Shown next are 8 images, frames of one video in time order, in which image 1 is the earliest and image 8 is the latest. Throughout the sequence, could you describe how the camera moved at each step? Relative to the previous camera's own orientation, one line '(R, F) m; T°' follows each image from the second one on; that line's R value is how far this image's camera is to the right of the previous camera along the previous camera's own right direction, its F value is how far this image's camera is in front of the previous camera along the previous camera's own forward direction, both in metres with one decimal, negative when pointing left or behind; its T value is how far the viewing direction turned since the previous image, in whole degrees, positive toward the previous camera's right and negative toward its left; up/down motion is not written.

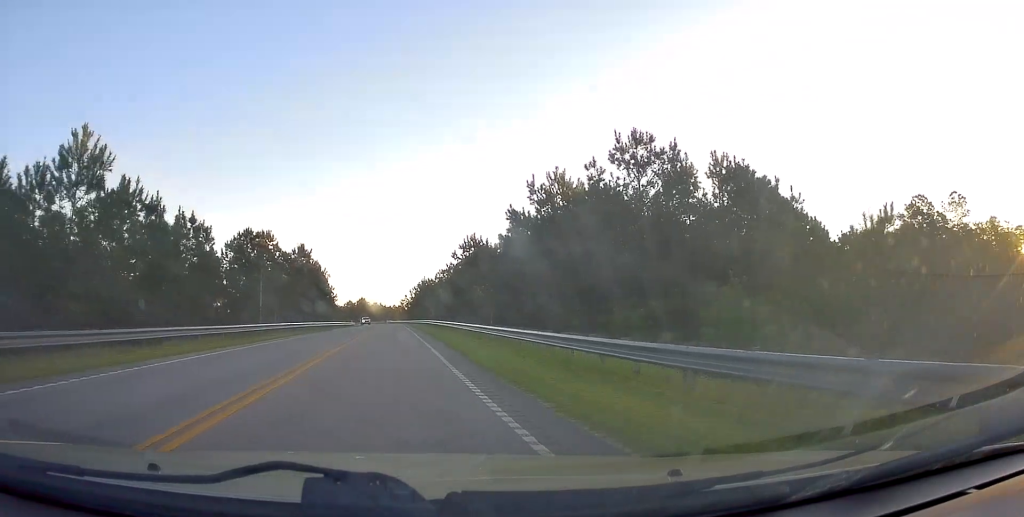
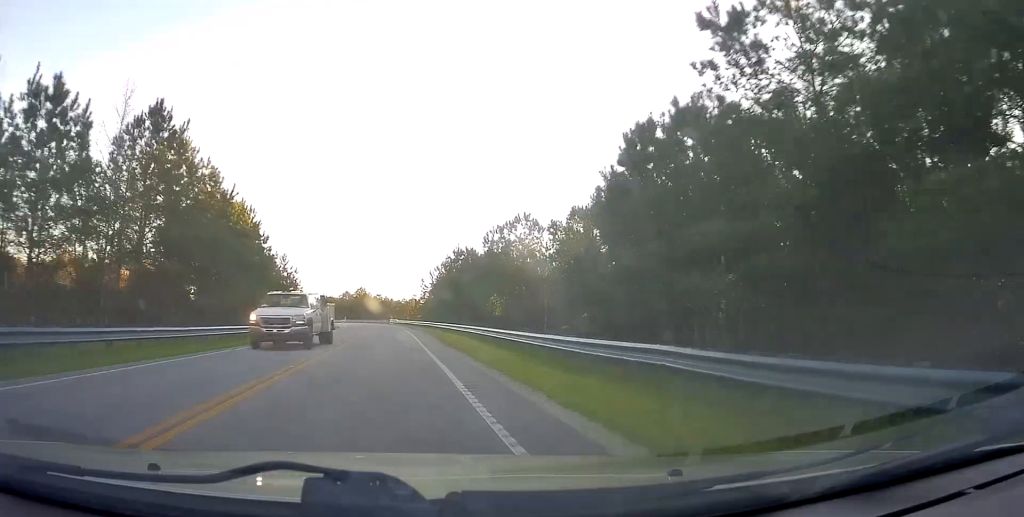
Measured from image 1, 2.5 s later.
(-0.3, +61.5) m; 0°
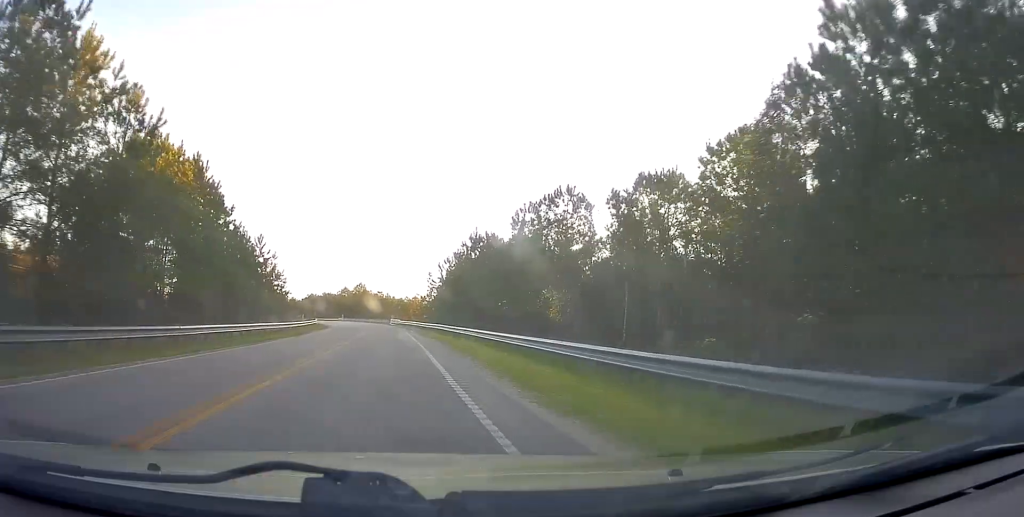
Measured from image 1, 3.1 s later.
(+0.3, +14.5) m; -1°
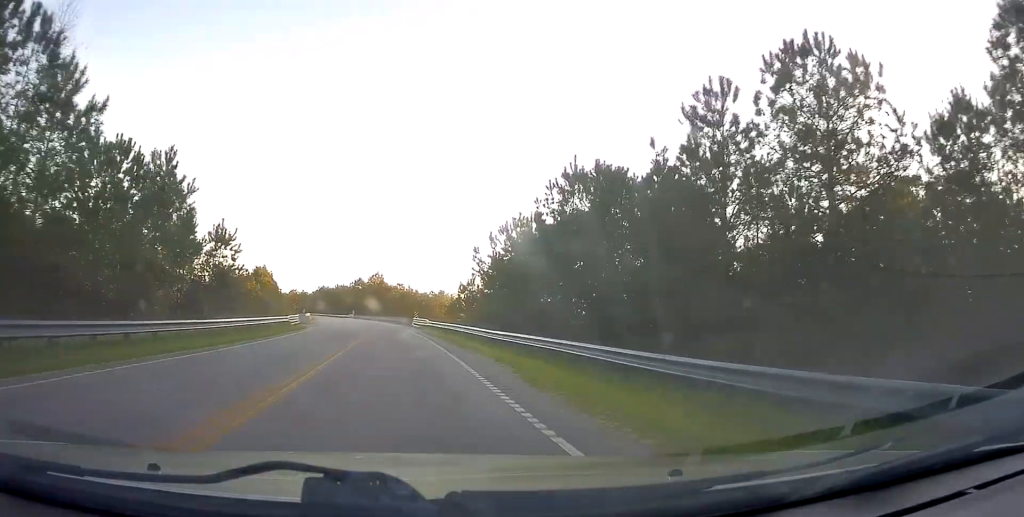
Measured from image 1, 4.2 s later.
(-0.9, +29.0) m; -2°
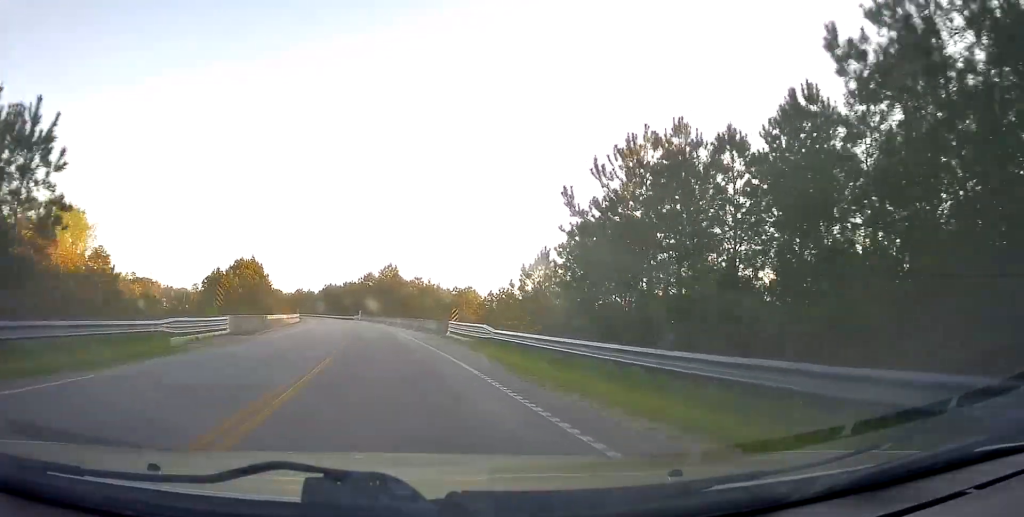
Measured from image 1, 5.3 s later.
(+0.4, +25.7) m; 0°
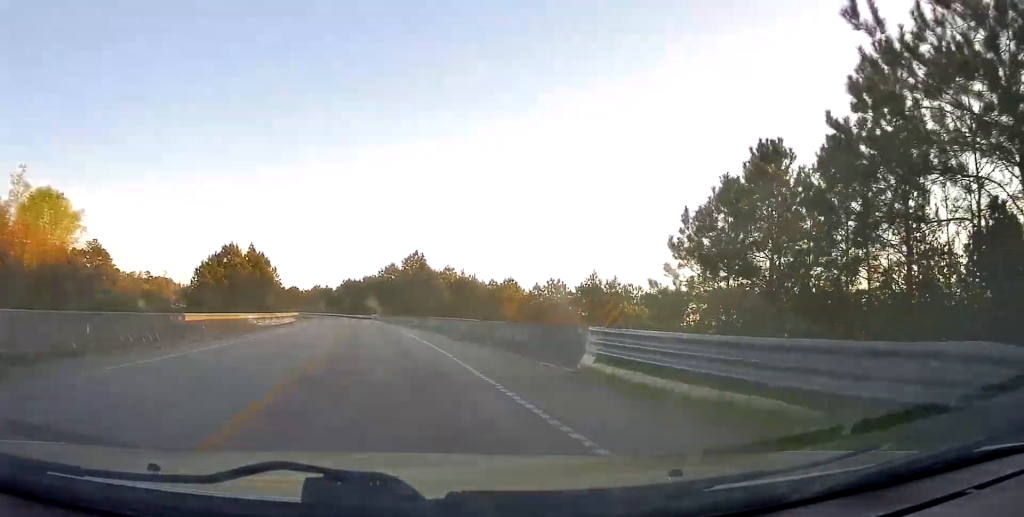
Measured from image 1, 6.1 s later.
(-0.3, +19.7) m; -1°
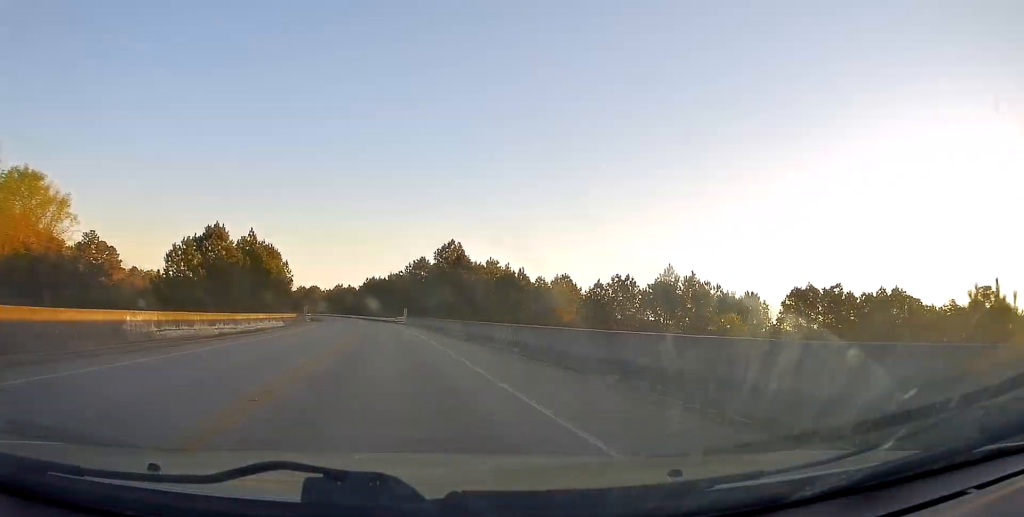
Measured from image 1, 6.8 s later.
(-0.1, +18.1) m; -2°
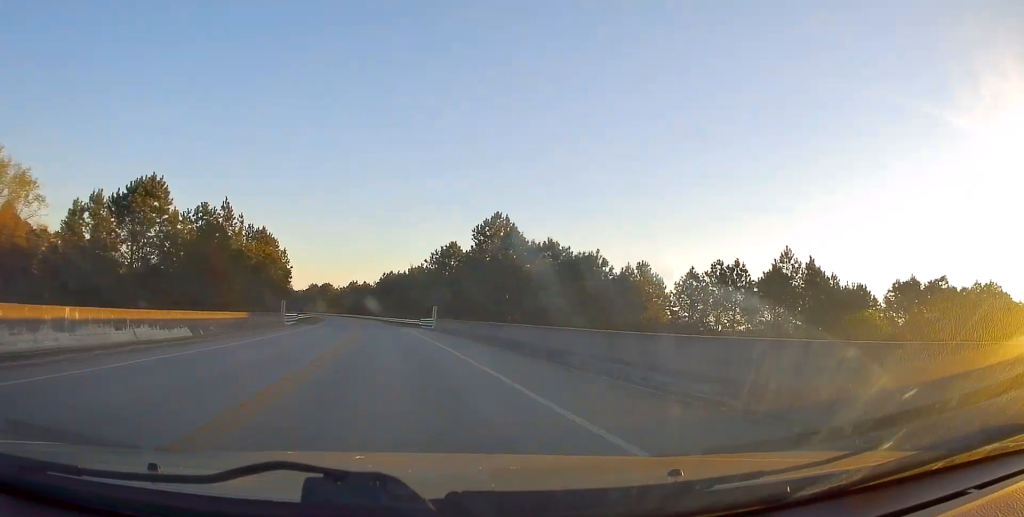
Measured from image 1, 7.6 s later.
(-0.5, +22.2) m; -3°
